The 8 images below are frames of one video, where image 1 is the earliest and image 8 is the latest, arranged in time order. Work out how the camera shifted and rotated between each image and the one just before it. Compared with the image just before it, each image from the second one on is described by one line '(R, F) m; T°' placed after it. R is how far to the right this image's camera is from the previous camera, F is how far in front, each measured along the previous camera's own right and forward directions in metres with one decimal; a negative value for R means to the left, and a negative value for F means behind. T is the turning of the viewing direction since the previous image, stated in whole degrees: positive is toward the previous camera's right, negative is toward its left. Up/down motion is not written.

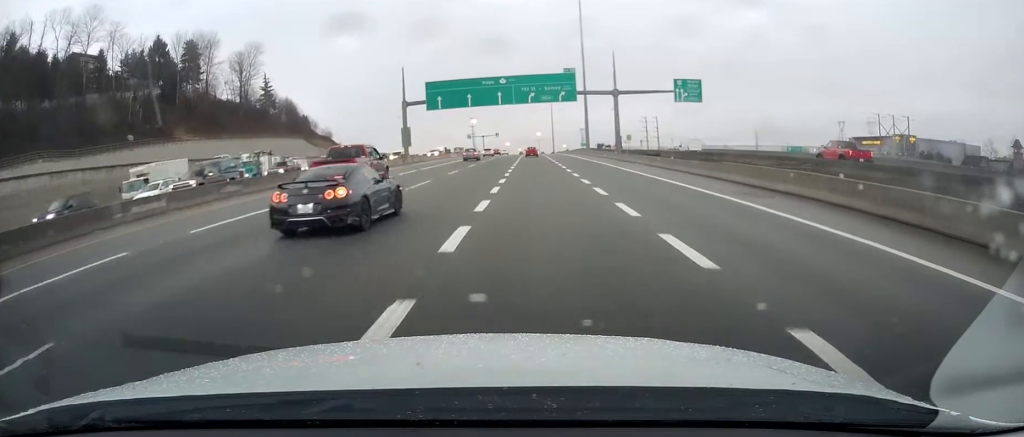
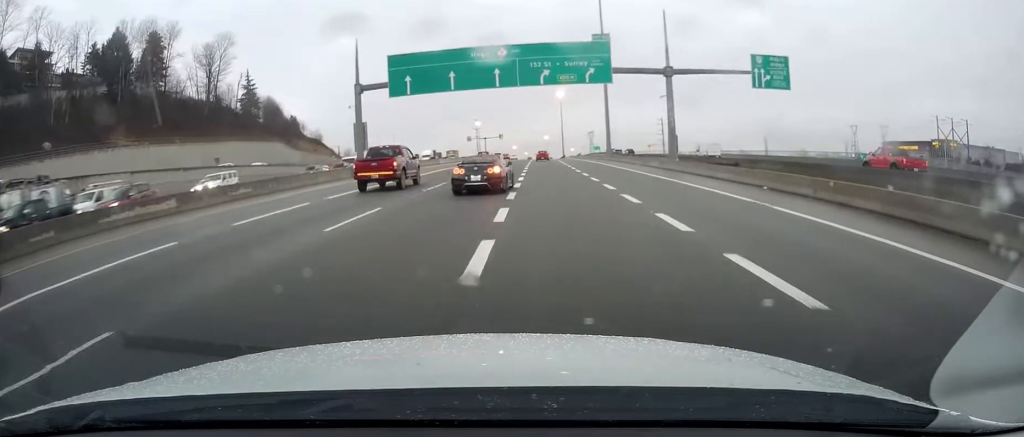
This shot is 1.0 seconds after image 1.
(0.0, +25.4) m; -1°
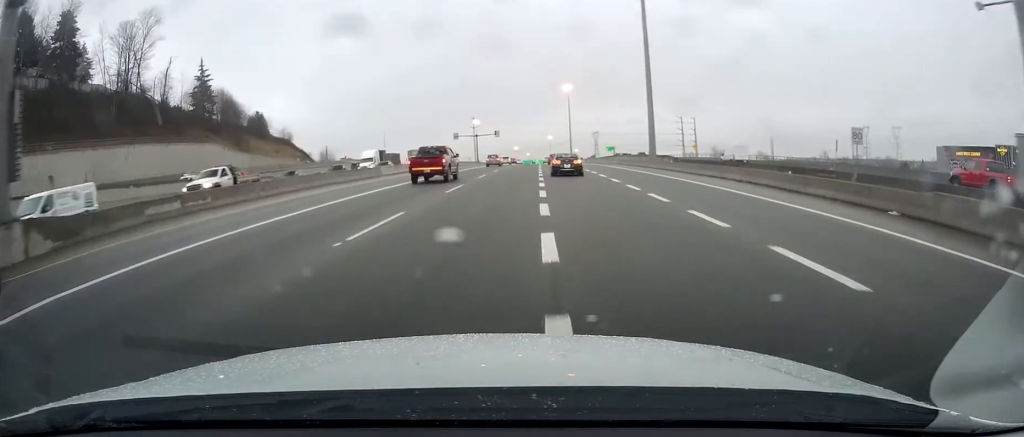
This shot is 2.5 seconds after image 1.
(-0.7, +40.4) m; 0°
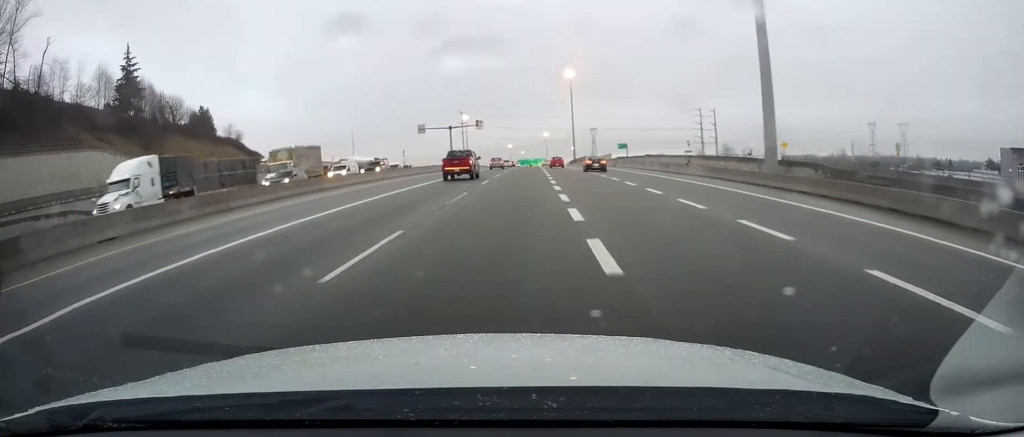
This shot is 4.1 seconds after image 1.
(+0.6, +42.4) m; +1°
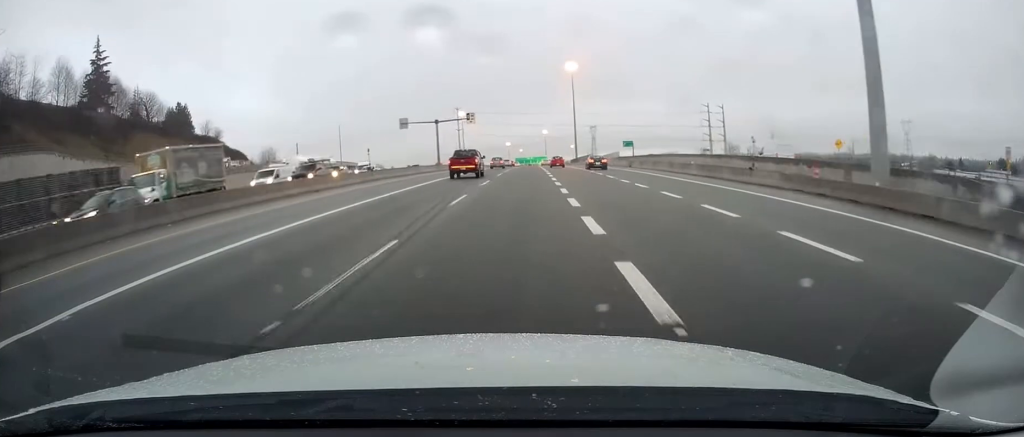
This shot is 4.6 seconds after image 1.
(+0.1, +14.2) m; -1°
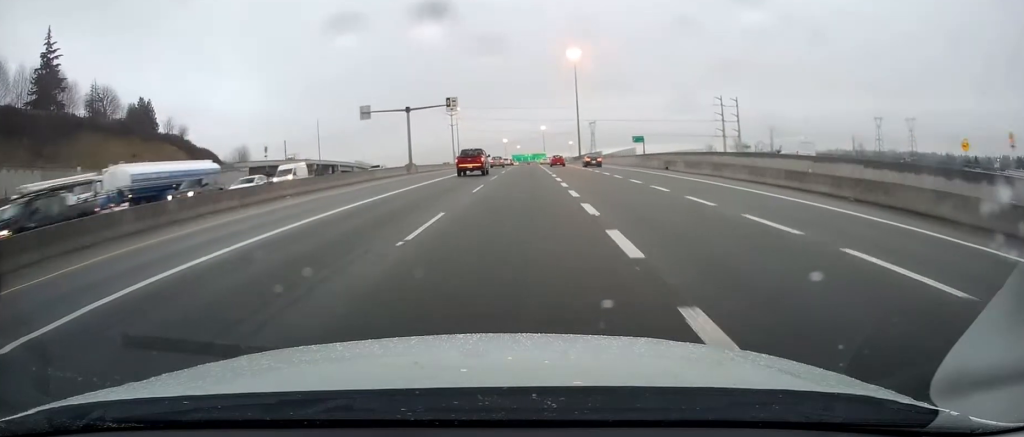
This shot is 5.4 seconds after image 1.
(-0.2, +20.4) m; 0°
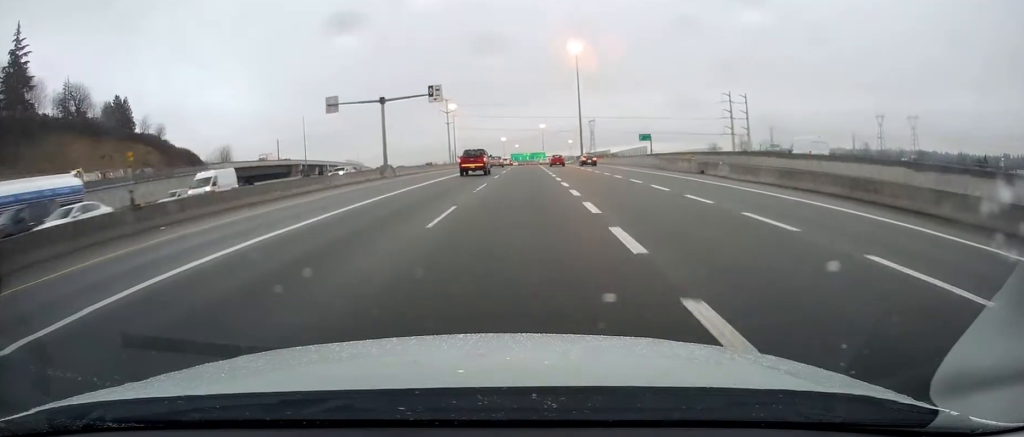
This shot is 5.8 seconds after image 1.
(-0.2, +11.6) m; 0°
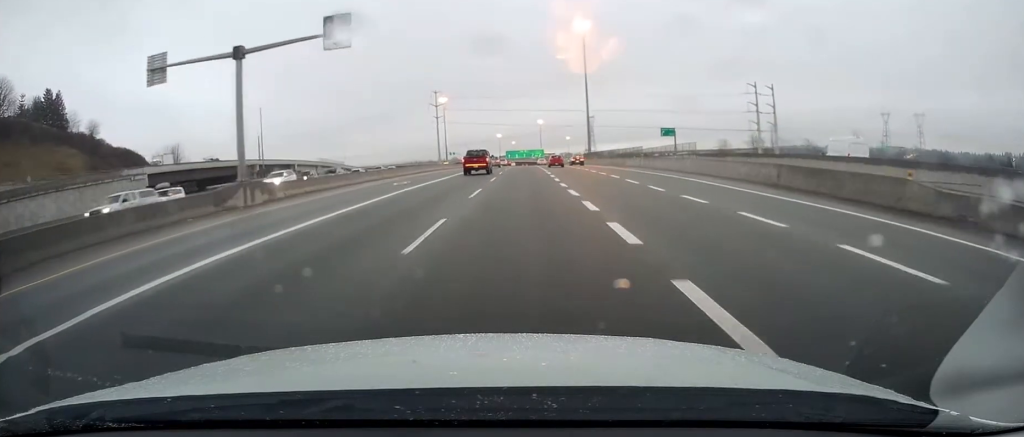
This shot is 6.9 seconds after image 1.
(+0.4, +28.7) m; 0°
